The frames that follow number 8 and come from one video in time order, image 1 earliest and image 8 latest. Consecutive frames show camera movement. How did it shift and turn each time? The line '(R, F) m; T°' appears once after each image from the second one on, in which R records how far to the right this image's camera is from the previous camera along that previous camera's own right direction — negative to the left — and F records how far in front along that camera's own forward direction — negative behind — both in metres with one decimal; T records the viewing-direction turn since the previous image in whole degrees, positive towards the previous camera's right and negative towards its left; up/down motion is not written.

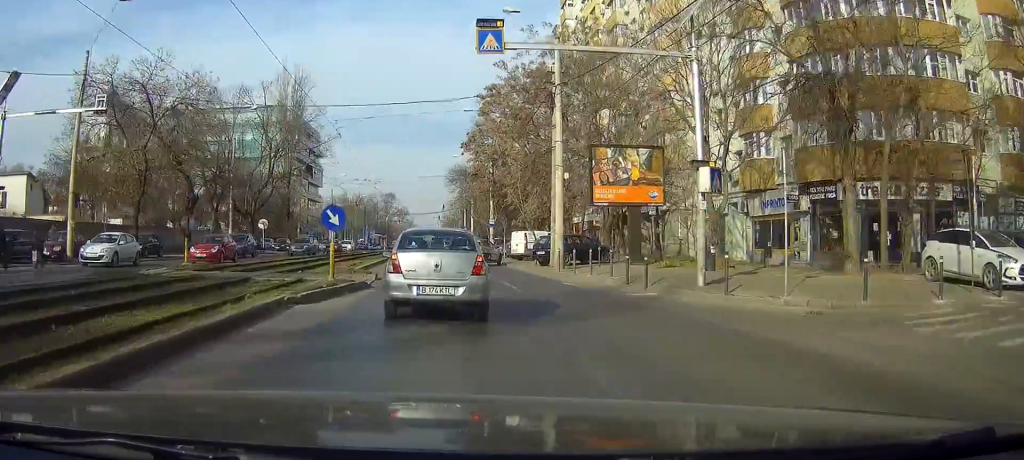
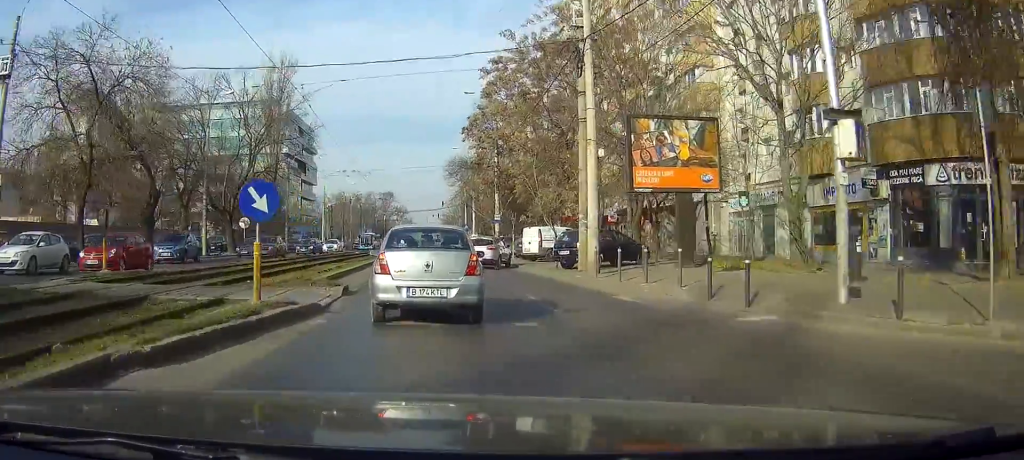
(-0.1, +7.3) m; -1°
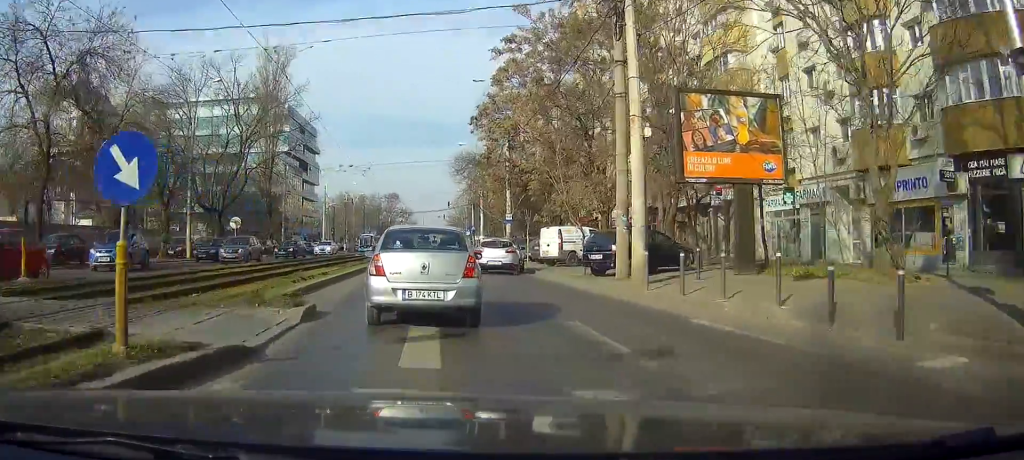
(-0.1, +5.0) m; 0°
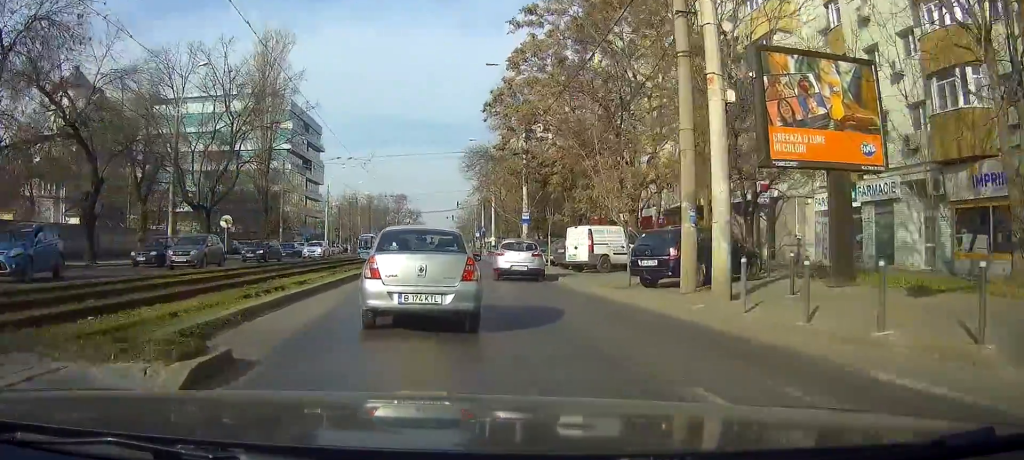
(-0.1, +5.3) m; 0°
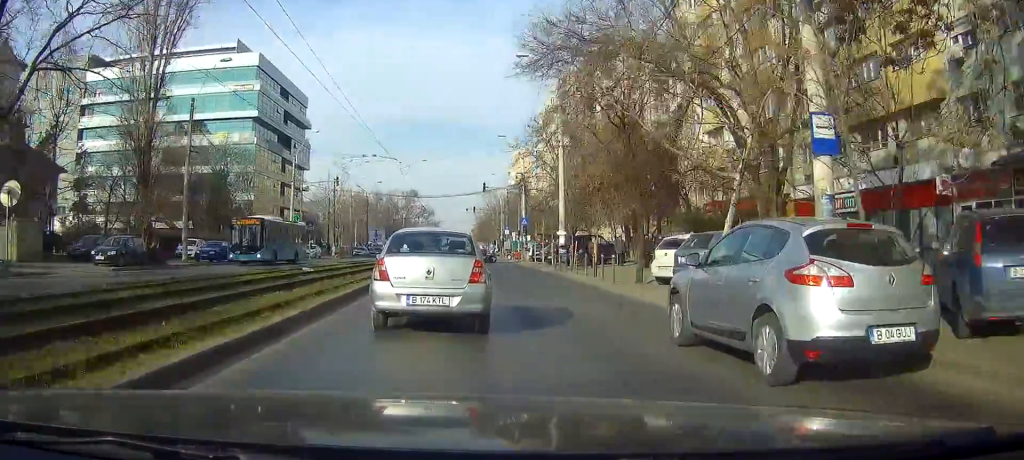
(-0.3, +31.6) m; -3°
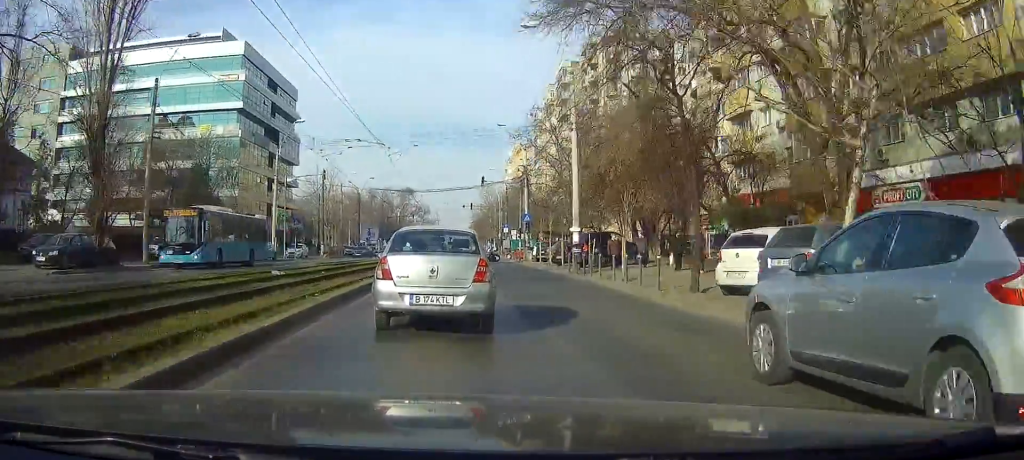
(-0.1, +5.1) m; 0°
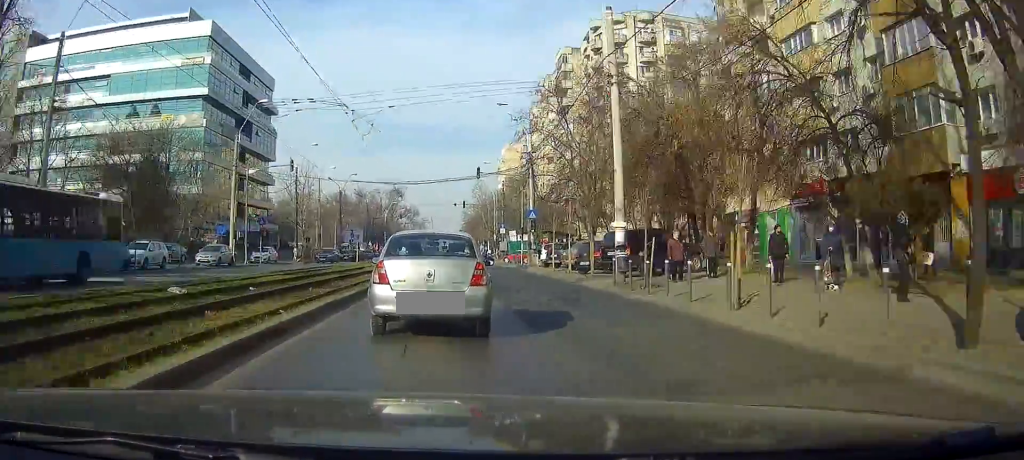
(0.0, +9.8) m; +1°
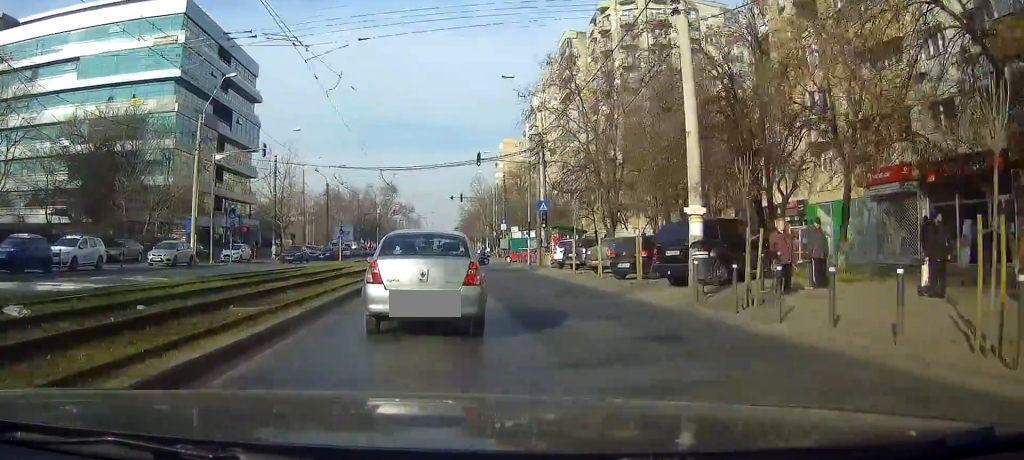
(+0.1, +7.4) m; +1°
